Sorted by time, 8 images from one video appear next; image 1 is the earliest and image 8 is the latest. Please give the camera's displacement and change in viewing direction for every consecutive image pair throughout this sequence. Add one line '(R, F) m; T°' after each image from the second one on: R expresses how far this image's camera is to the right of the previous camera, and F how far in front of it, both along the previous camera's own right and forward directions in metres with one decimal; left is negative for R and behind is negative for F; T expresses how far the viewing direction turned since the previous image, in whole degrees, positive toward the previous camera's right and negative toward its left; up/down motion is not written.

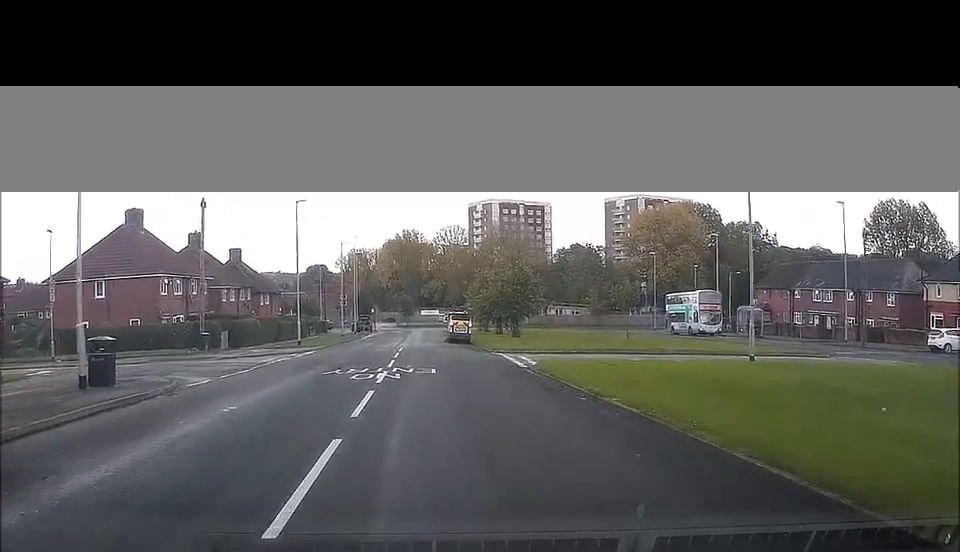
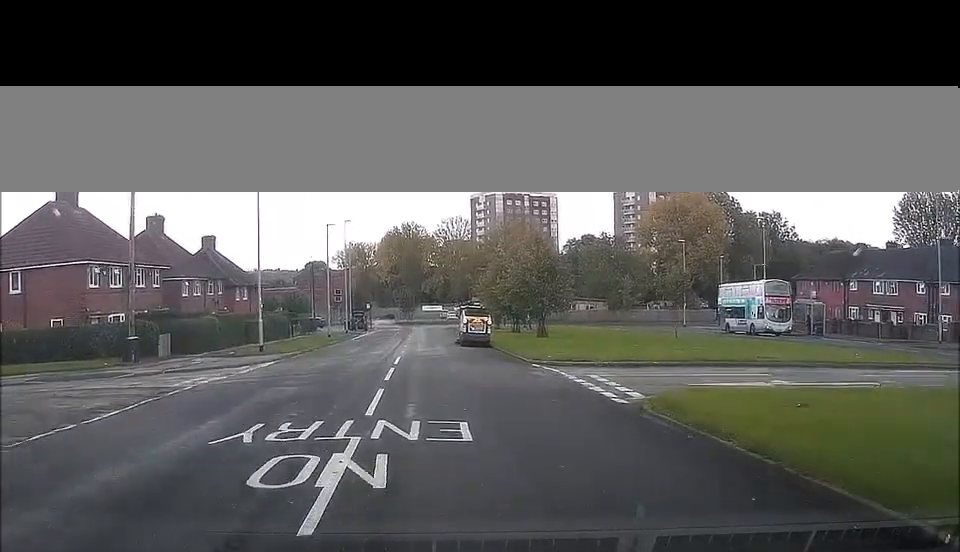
(-0.2, +11.9) m; +1°
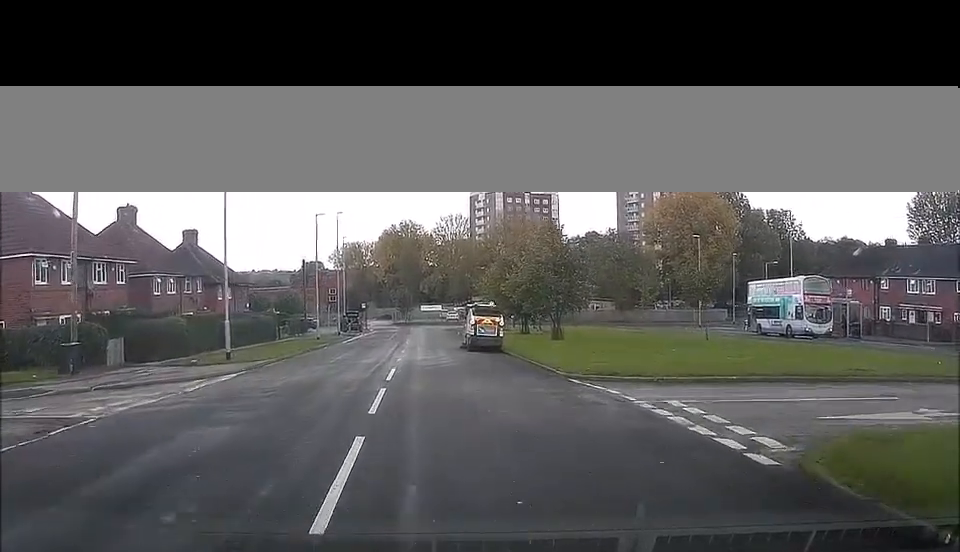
(+0.1, +6.0) m; +1°
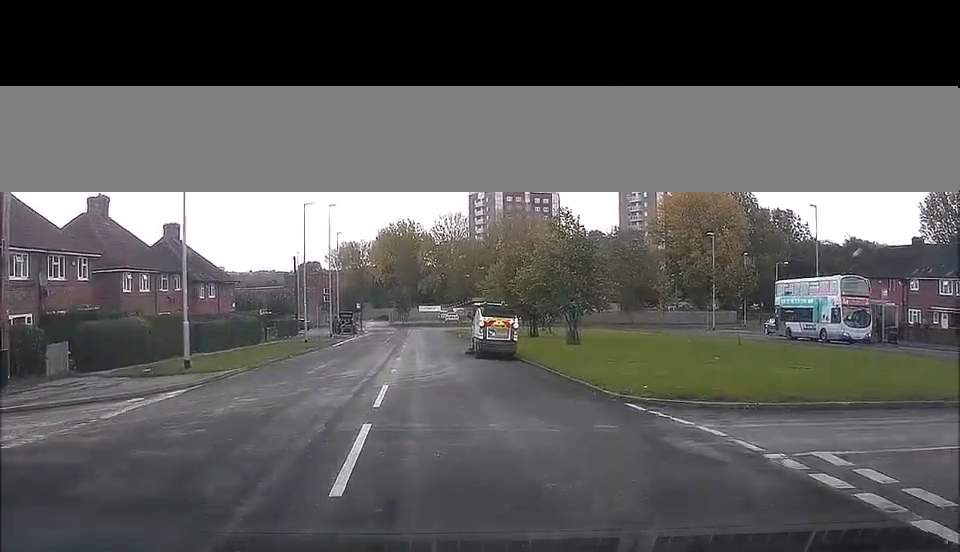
(+0.2, +4.9) m; 0°
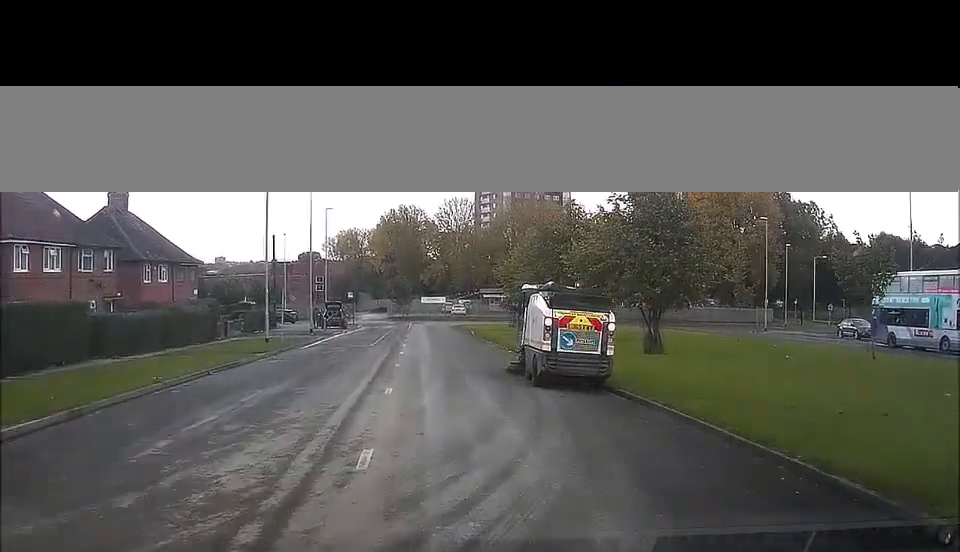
(-0.4, +13.4) m; -3°
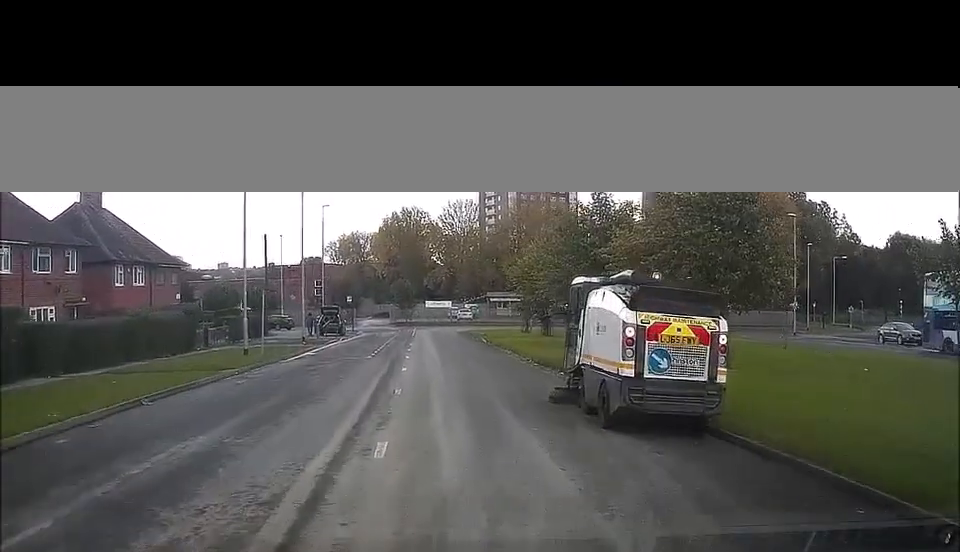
(0.0, +5.2) m; +1°
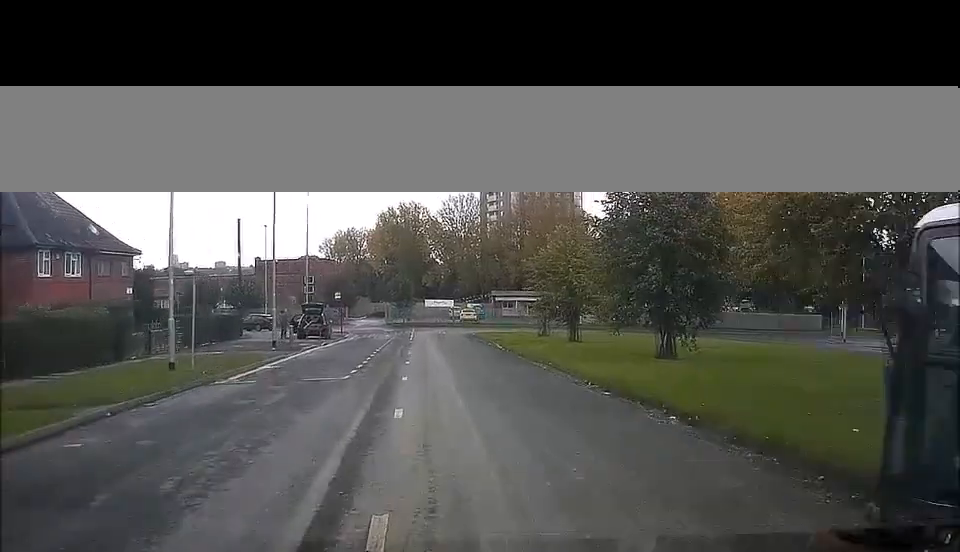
(+0.2, +9.1) m; +3°
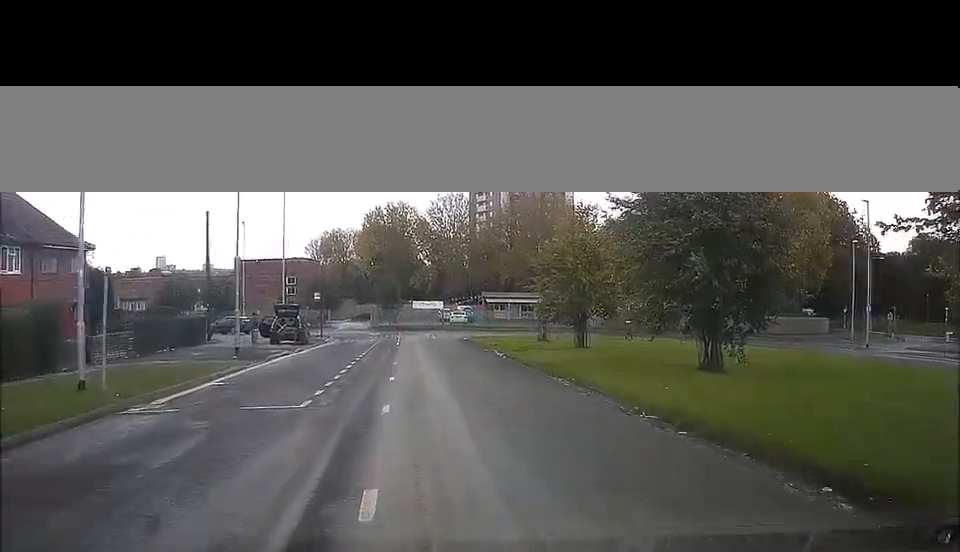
(0.0, +5.1) m; +2°
